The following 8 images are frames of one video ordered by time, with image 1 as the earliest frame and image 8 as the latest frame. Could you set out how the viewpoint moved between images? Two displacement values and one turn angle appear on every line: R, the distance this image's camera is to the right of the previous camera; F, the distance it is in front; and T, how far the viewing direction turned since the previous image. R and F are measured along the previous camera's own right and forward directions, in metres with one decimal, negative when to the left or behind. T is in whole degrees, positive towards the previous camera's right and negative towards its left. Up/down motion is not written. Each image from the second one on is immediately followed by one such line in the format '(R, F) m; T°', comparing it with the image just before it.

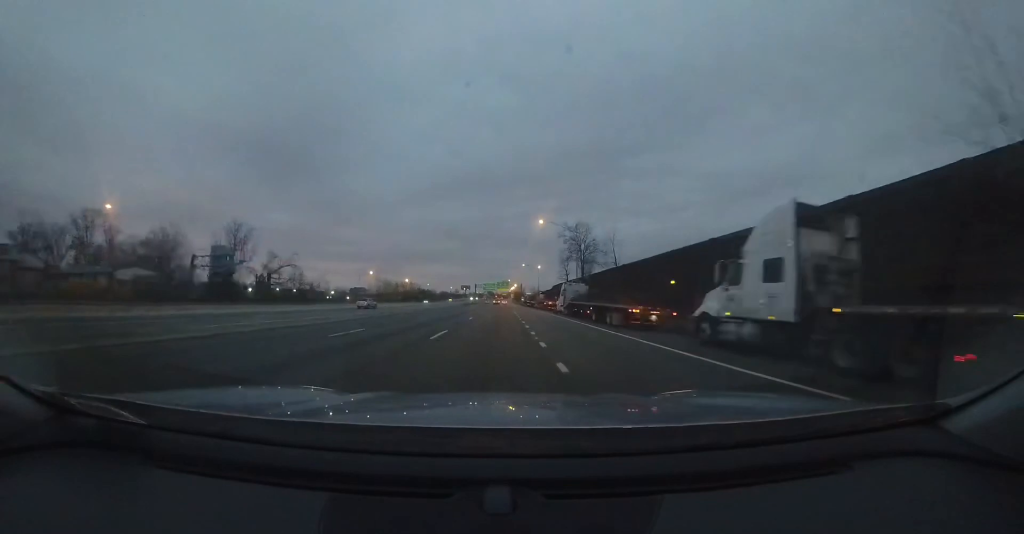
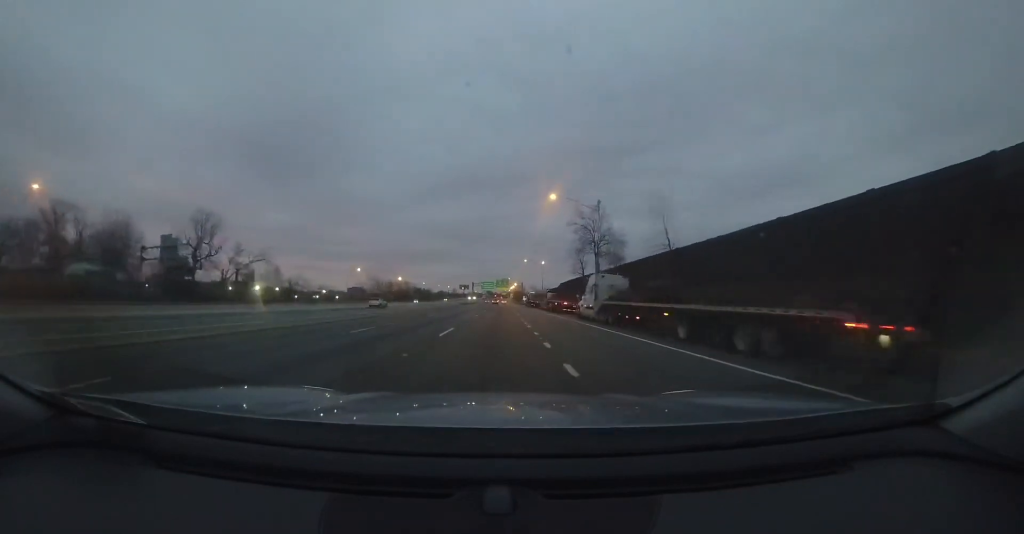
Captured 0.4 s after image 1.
(-0.1, +11.2) m; -1°
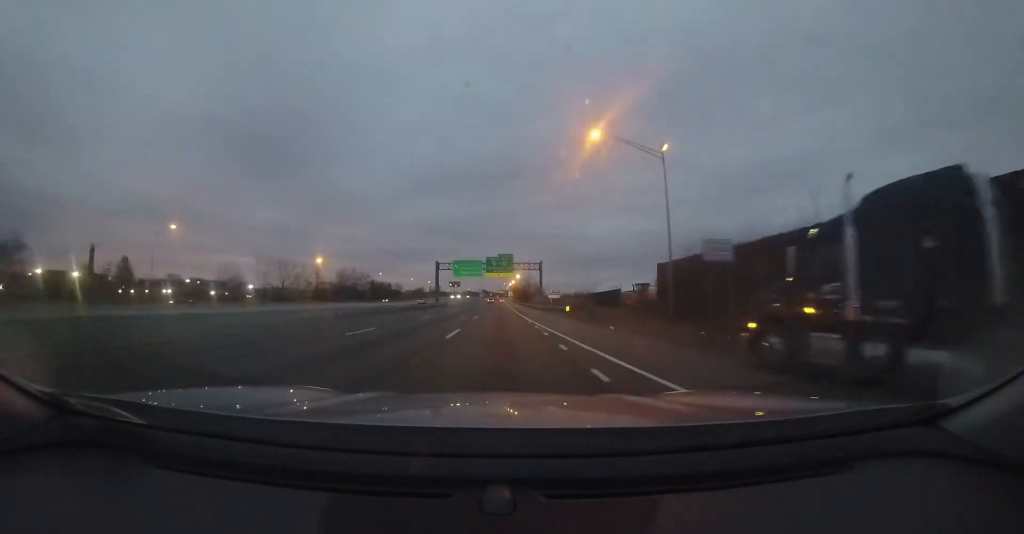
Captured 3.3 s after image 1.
(-1.4, +73.5) m; -1°
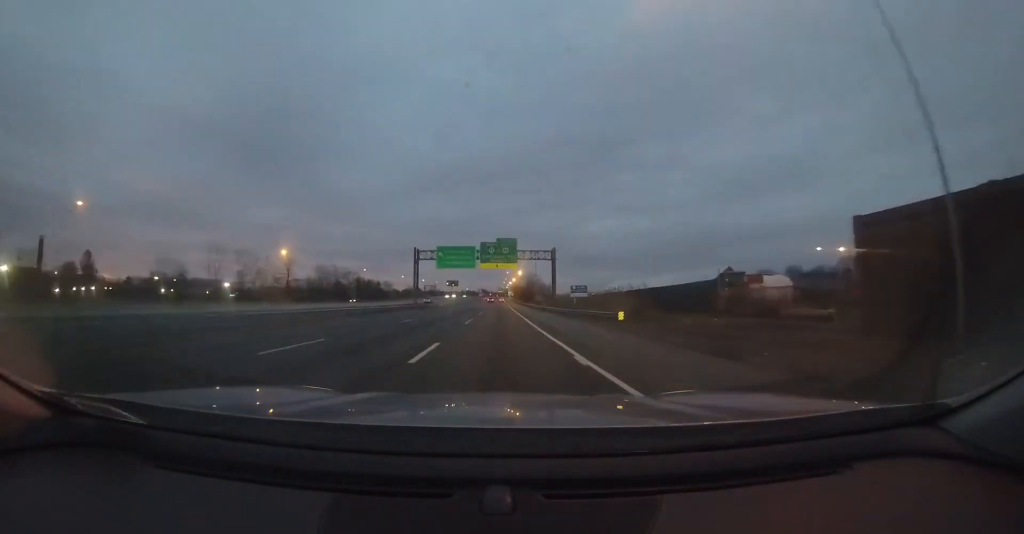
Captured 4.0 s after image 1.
(-0.2, +16.9) m; 0°
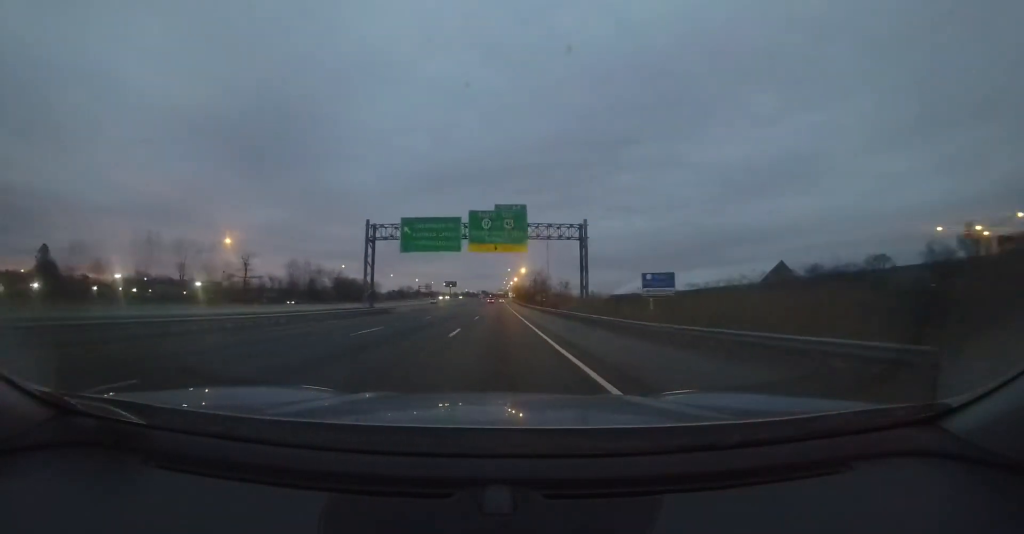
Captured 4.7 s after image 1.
(+0.2, +18.6) m; 0°
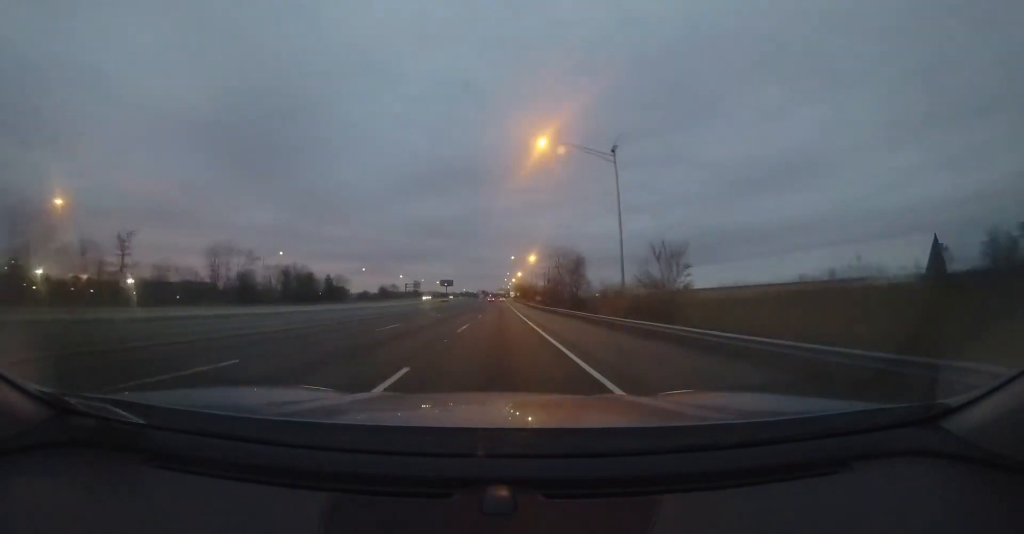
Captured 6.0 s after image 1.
(-0.6, +34.2) m; 0°
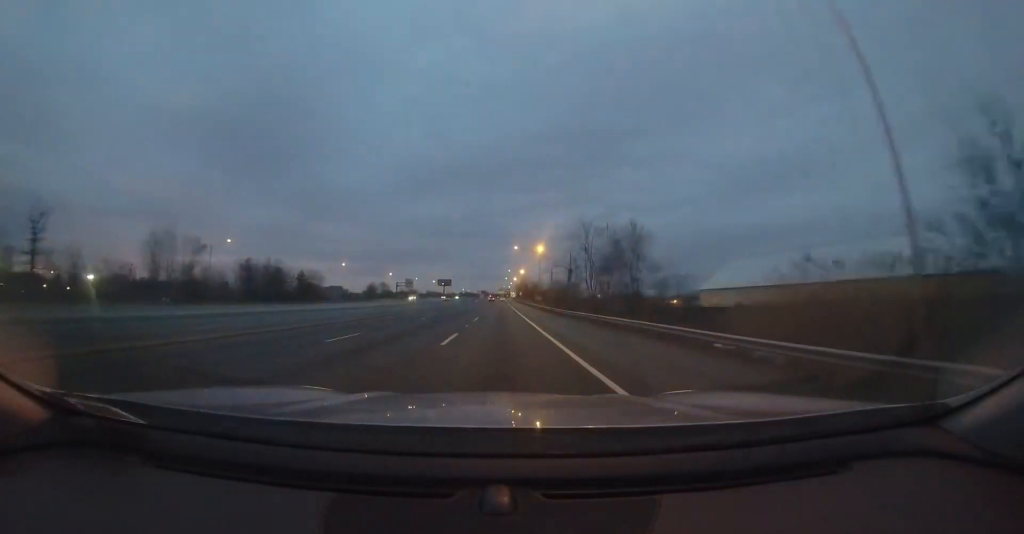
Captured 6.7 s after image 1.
(+0.4, +17.5) m; +1°
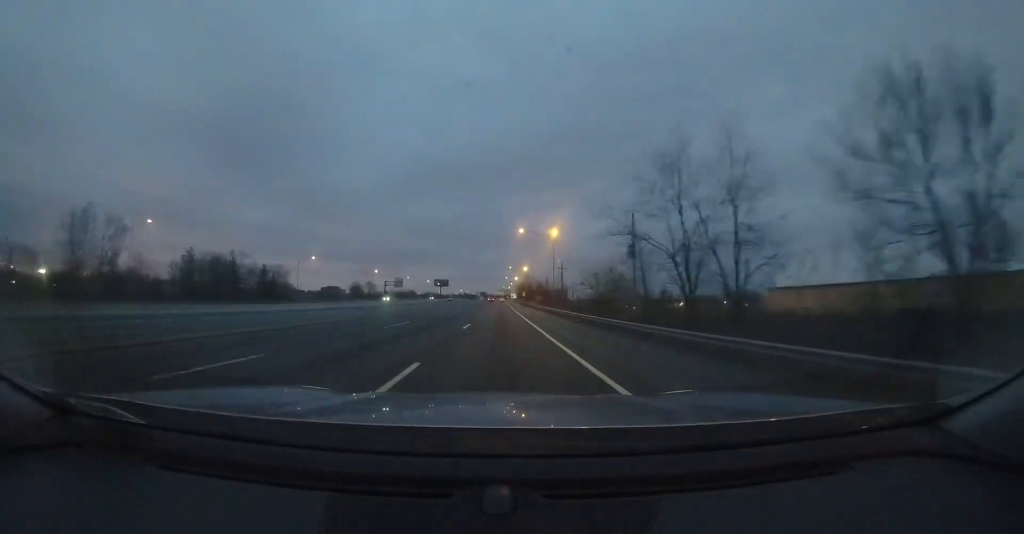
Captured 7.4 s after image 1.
(+0.1, +18.6) m; 0°
